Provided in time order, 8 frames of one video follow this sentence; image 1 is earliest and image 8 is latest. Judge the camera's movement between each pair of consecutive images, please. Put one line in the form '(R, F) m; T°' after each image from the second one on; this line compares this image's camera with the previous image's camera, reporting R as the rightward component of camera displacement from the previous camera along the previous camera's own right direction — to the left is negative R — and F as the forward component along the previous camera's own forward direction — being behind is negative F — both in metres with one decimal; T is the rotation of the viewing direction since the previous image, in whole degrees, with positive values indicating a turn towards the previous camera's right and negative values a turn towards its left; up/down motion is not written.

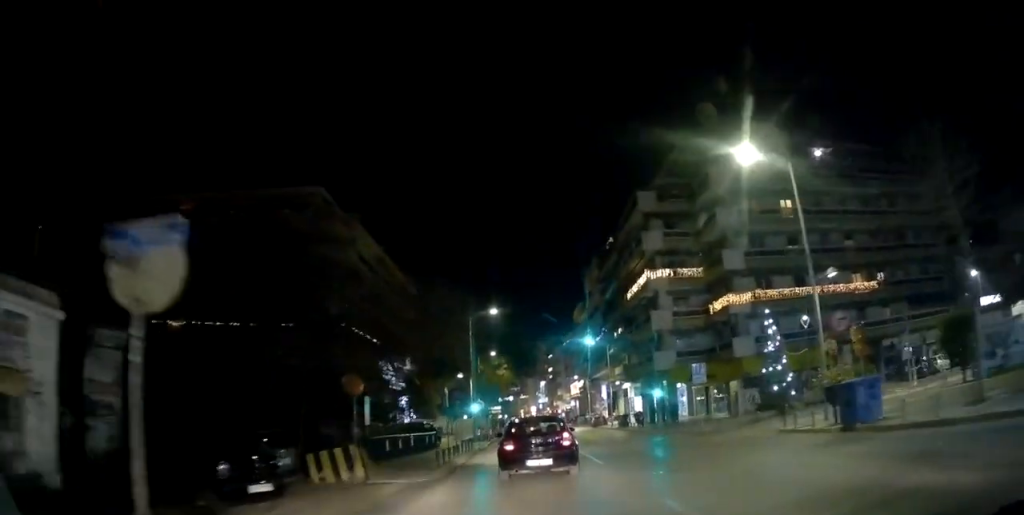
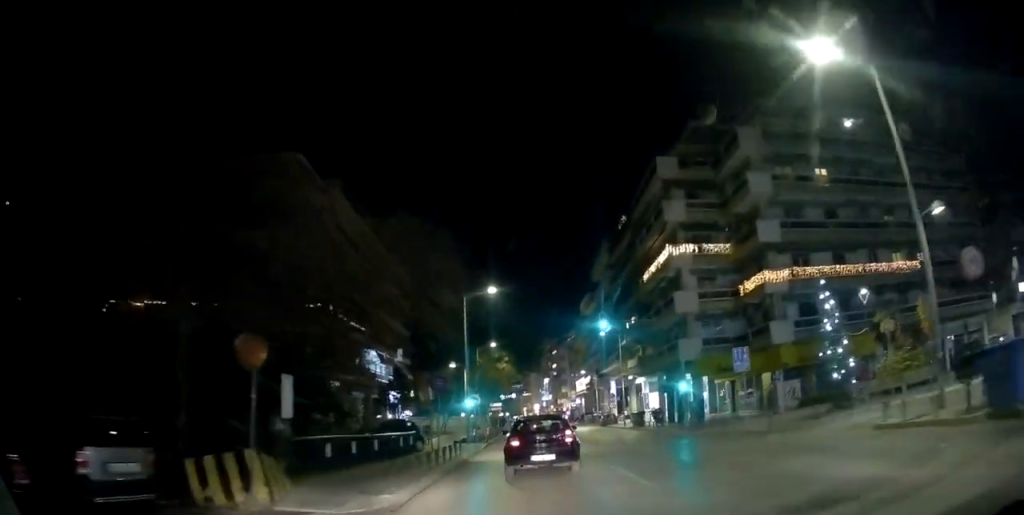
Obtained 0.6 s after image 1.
(0.0, +5.8) m; 0°
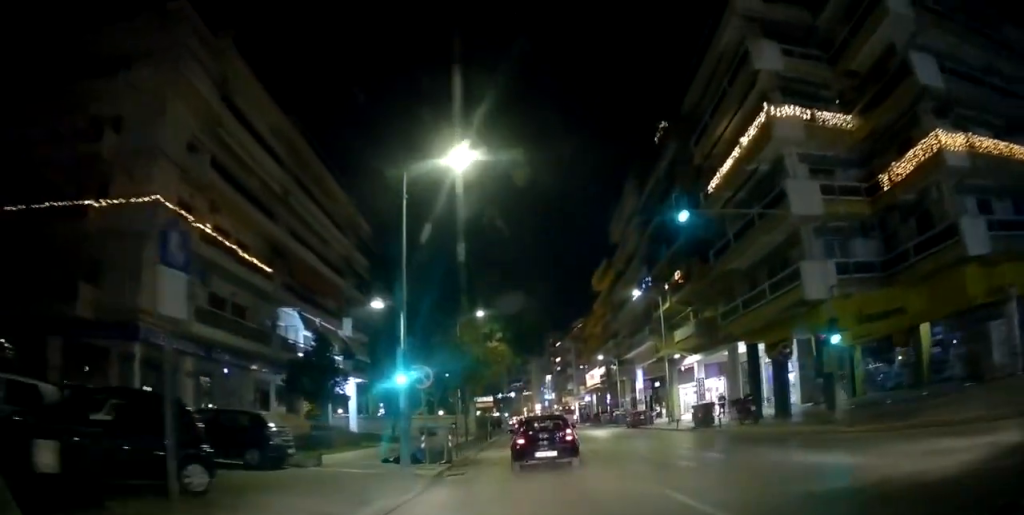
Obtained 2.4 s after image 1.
(-0.3, +17.2) m; -2°
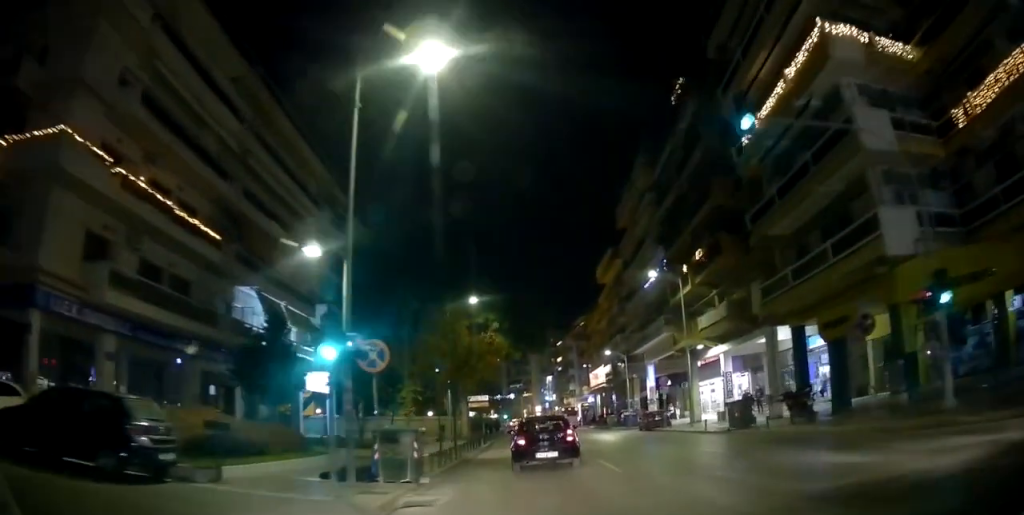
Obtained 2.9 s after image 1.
(-0.2, +5.2) m; 0°
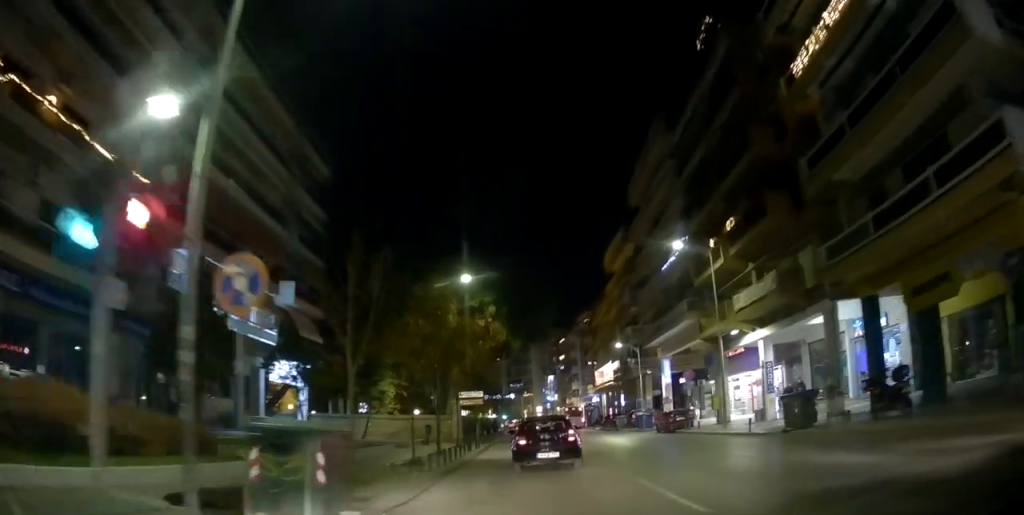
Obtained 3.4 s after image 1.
(+0.1, +5.5) m; 0°
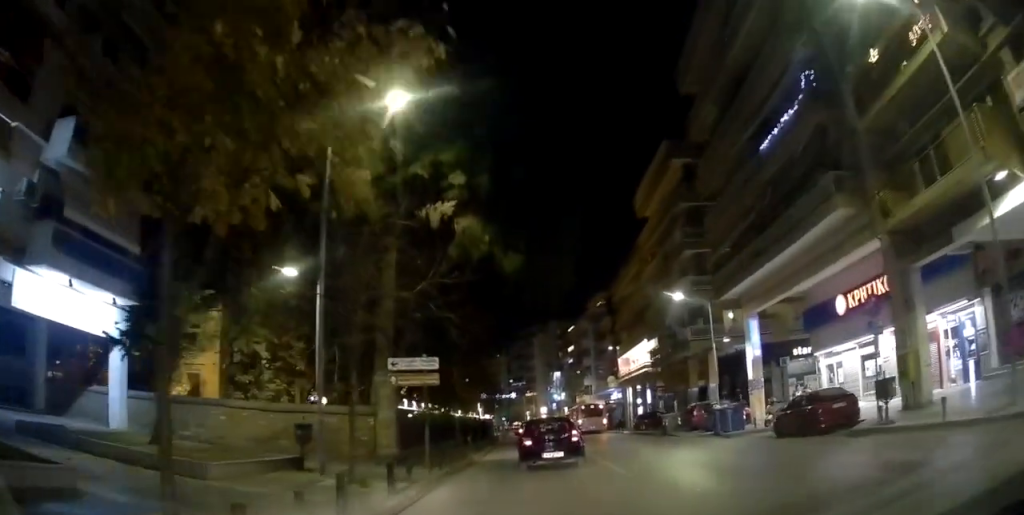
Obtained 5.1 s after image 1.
(-0.1, +18.6) m; -2°
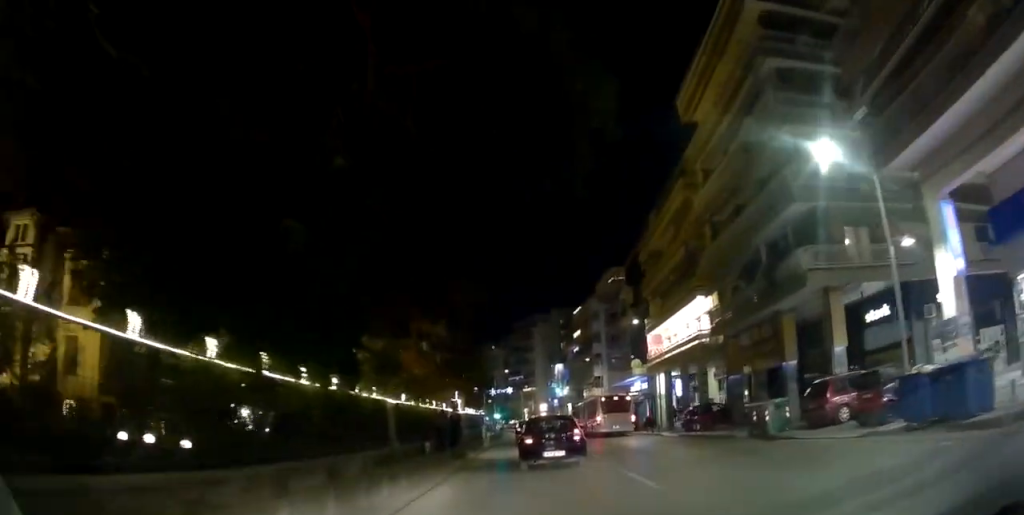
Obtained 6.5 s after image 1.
(-0.1, +15.9) m; +1°
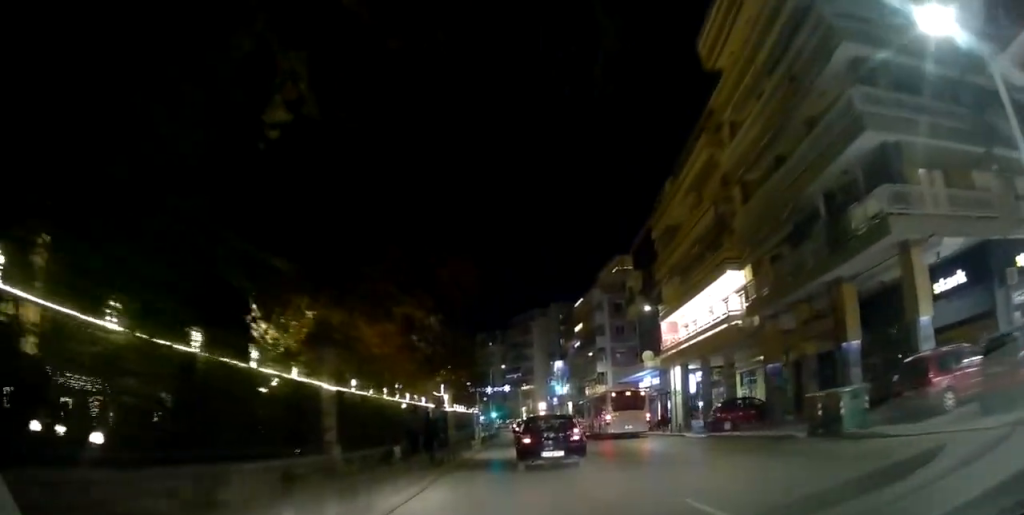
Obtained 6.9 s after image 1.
(-0.1, +5.4) m; +1°
